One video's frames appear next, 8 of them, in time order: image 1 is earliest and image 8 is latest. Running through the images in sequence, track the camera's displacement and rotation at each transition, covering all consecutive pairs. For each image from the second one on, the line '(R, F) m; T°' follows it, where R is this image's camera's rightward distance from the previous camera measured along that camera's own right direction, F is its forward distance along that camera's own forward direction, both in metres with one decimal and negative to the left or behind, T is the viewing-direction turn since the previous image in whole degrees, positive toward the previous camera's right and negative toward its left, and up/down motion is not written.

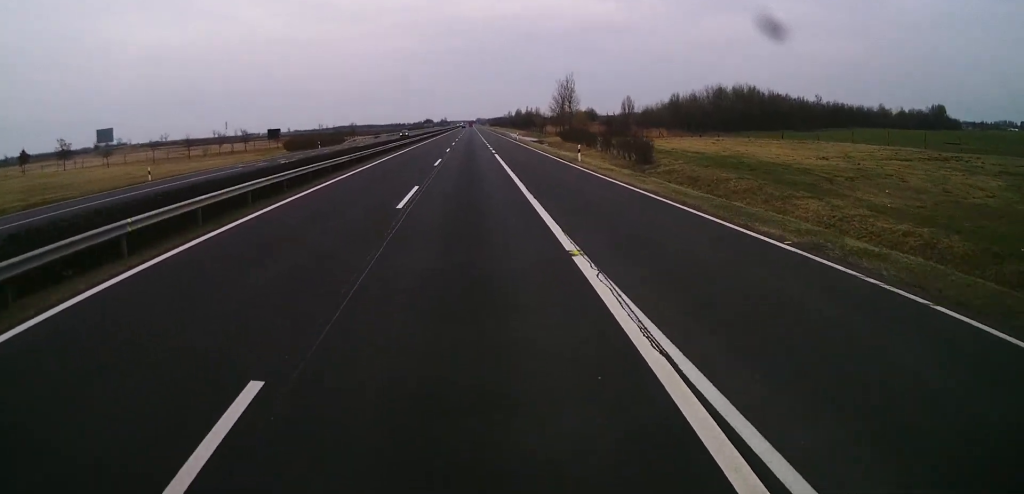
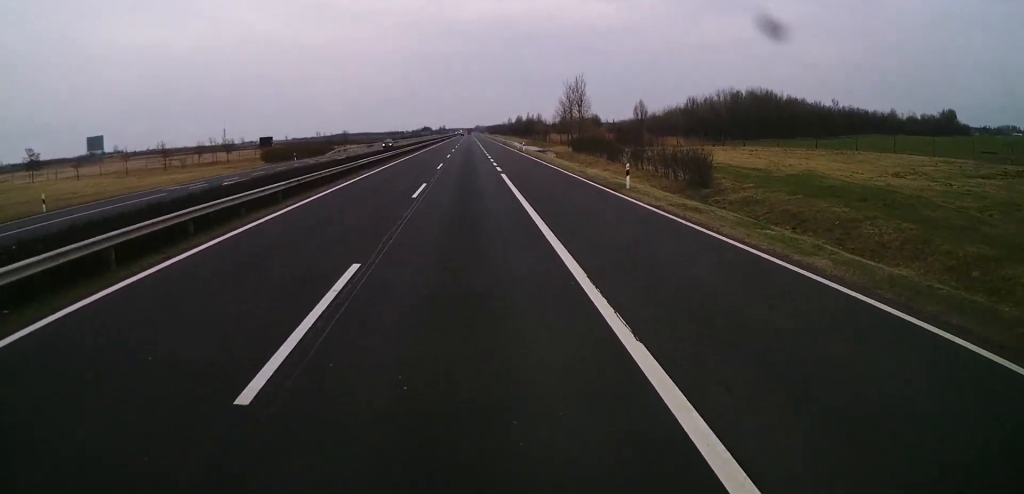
(0.0, +12.3) m; 0°
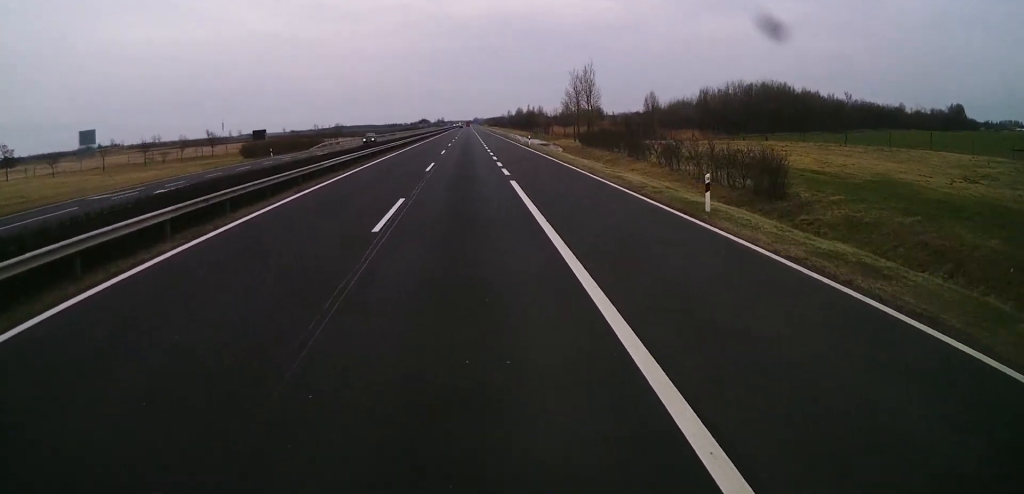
(-0.1, +9.2) m; 0°
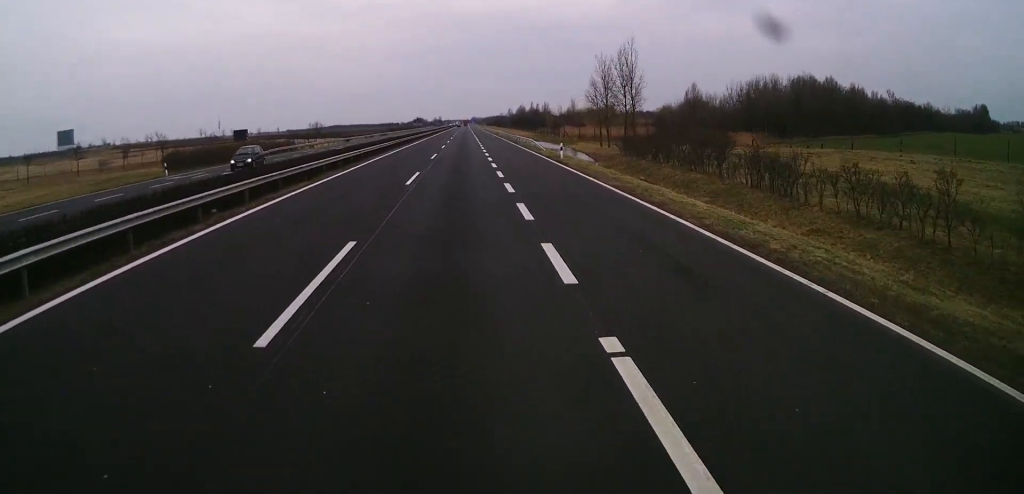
(0.0, +25.3) m; 0°
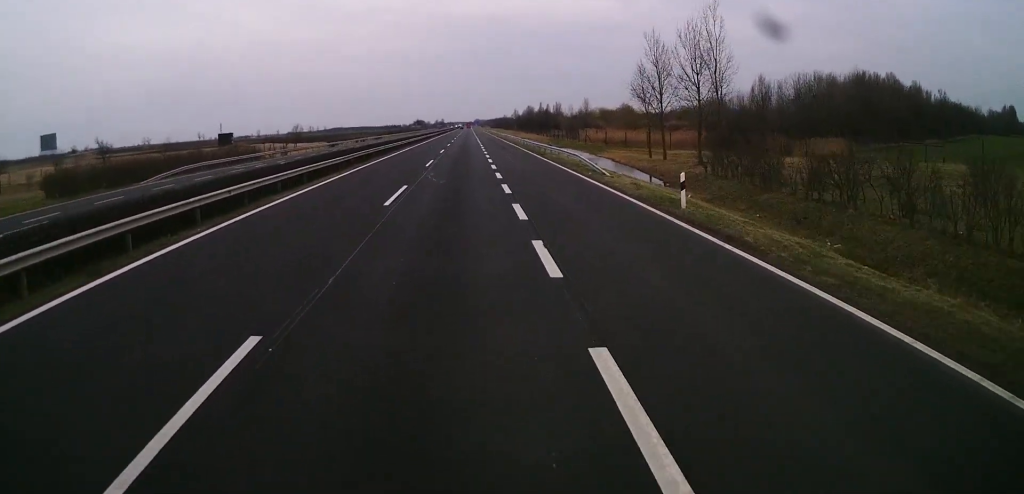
(-0.1, +23.9) m; 0°
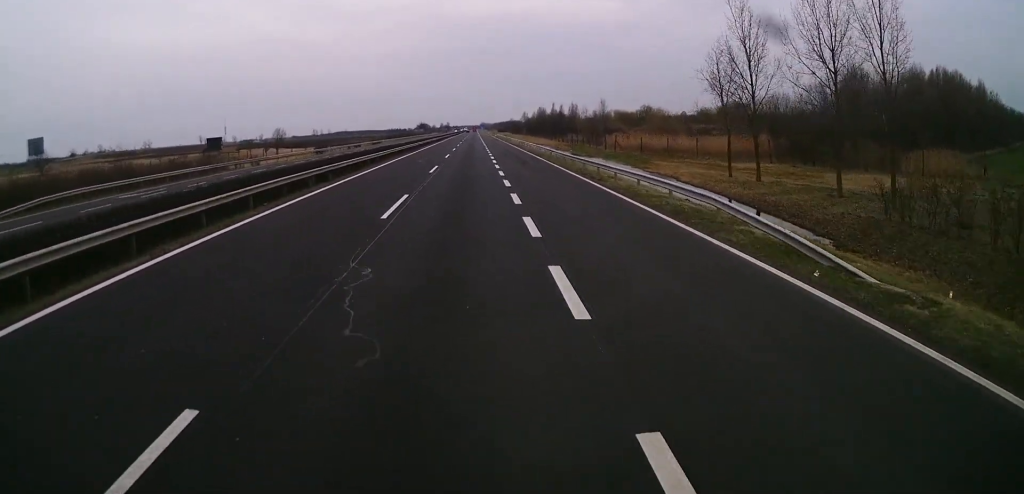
(+0.2, +20.1) m; +1°
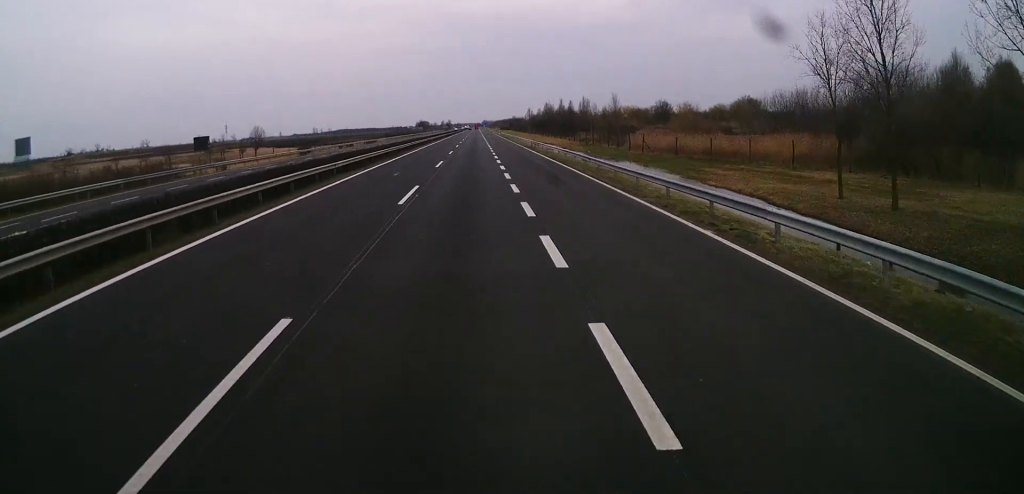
(+0.1, +15.4) m; 0°
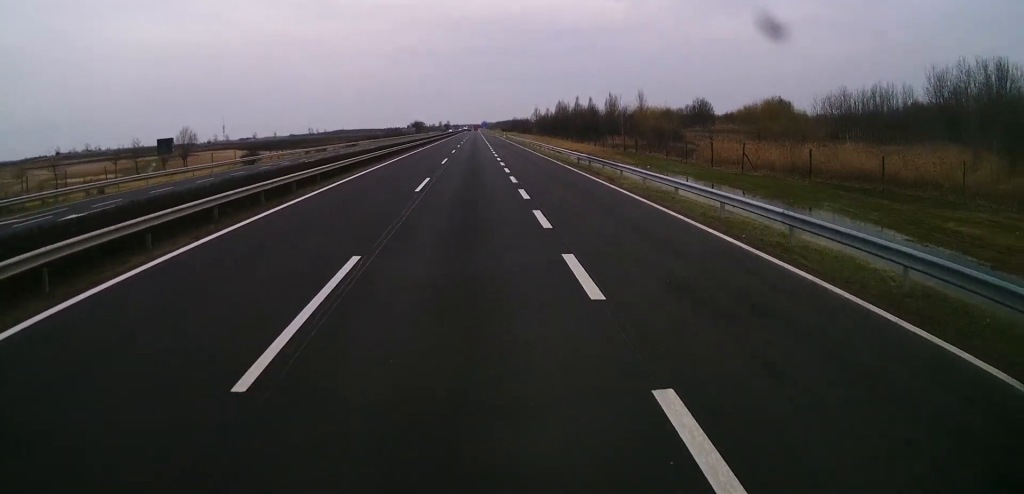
(-0.2, +32.2) m; -1°
